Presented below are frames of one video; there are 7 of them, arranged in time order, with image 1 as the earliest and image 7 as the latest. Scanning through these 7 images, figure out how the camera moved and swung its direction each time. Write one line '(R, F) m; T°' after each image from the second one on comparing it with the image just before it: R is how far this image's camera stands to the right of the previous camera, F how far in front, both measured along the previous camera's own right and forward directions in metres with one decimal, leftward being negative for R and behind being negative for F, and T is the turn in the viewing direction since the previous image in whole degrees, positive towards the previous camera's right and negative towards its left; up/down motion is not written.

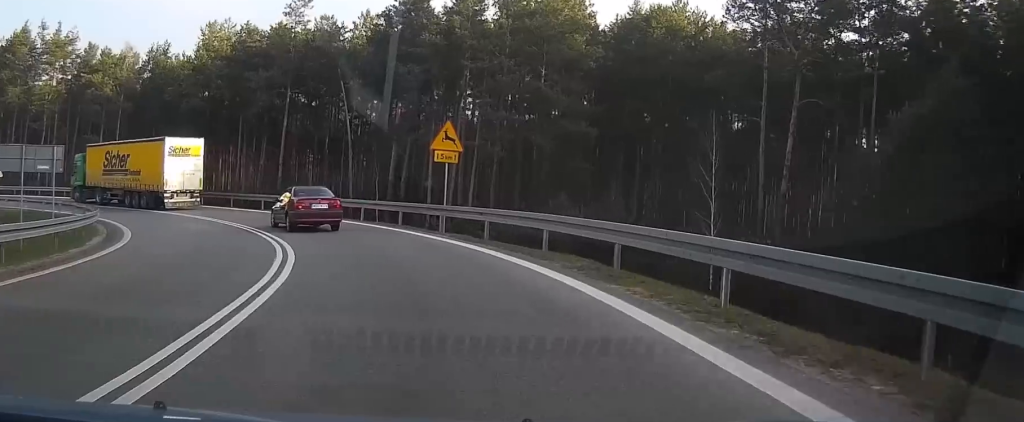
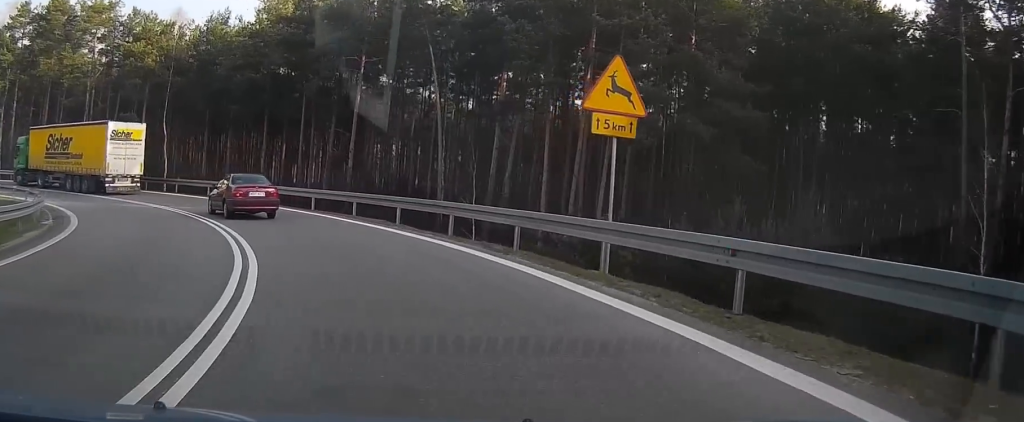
(-0.6, +14.2) m; -8°
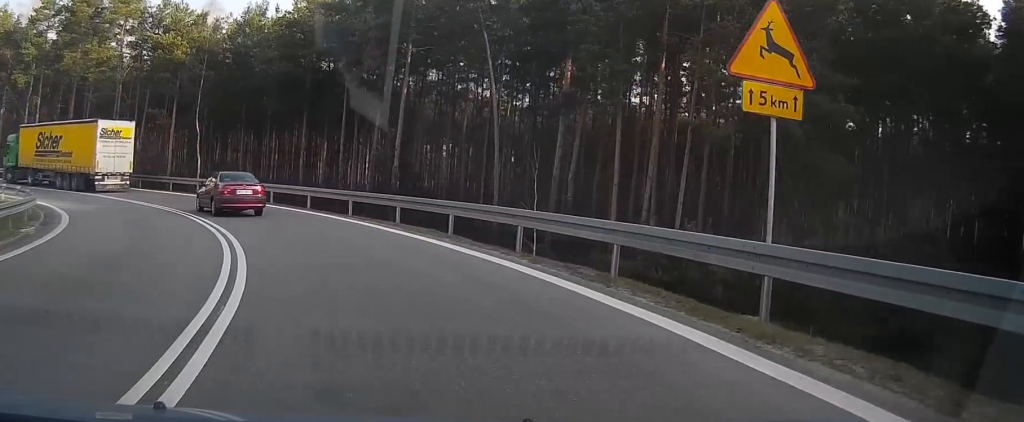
(0.0, +5.0) m; -4°
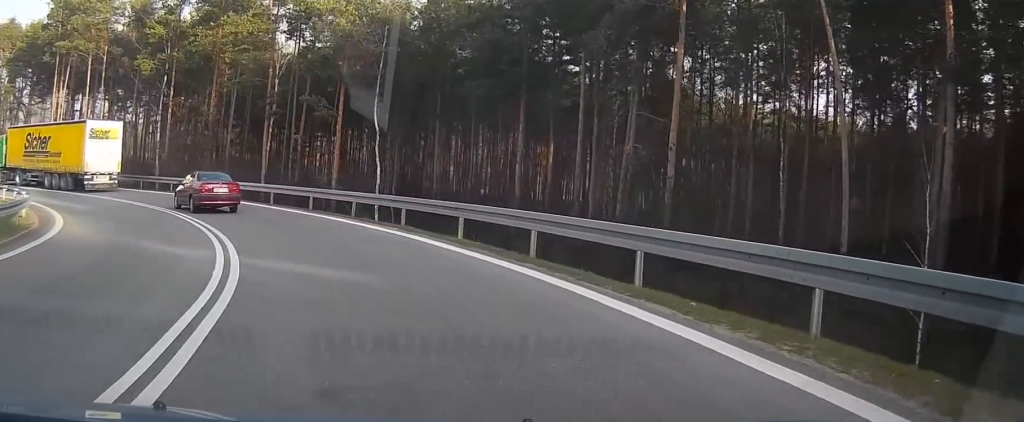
(-2.3, +17.2) m; -16°
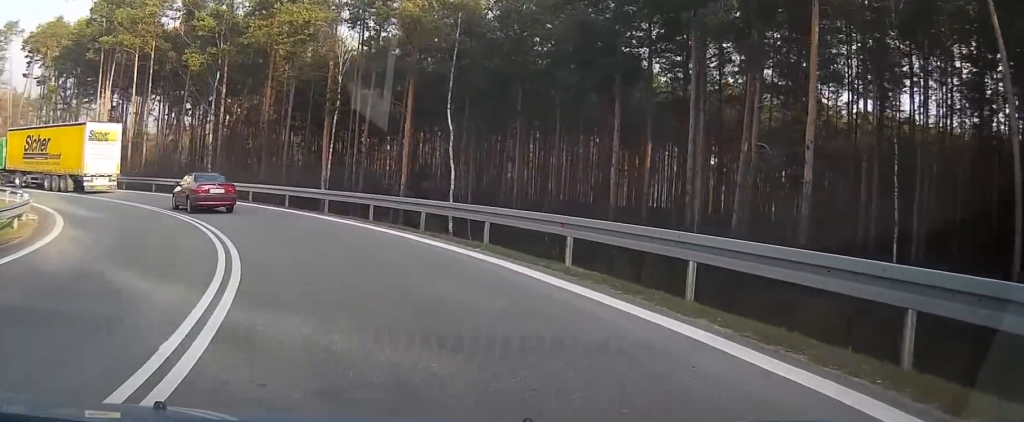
(-0.3, +5.3) m; -6°
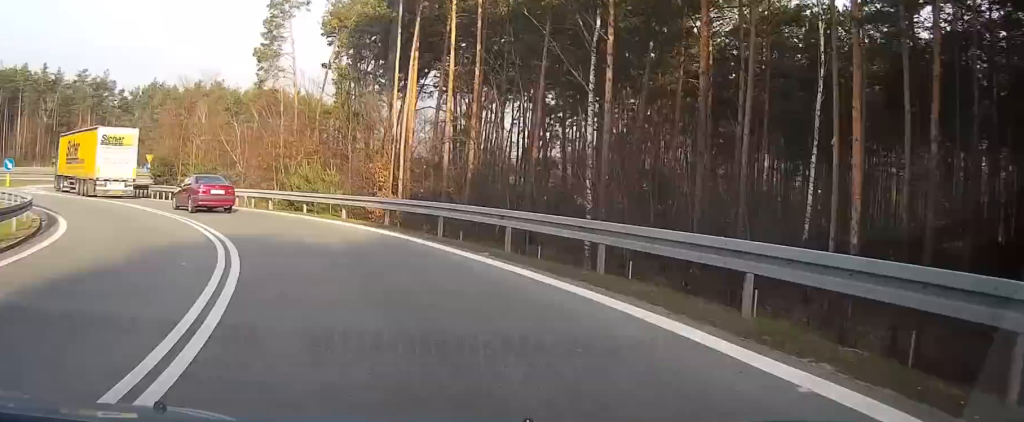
(-7.0, +27.0) m; -28°
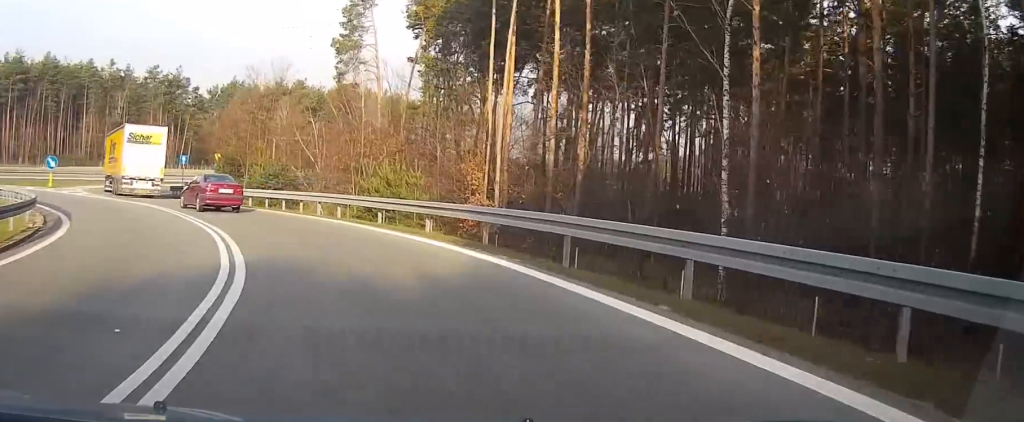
(-0.5, +6.3) m; -5°
